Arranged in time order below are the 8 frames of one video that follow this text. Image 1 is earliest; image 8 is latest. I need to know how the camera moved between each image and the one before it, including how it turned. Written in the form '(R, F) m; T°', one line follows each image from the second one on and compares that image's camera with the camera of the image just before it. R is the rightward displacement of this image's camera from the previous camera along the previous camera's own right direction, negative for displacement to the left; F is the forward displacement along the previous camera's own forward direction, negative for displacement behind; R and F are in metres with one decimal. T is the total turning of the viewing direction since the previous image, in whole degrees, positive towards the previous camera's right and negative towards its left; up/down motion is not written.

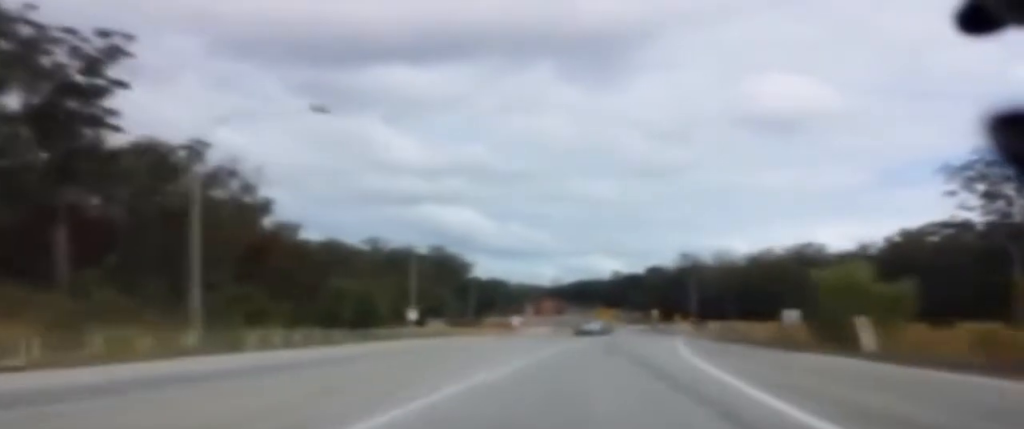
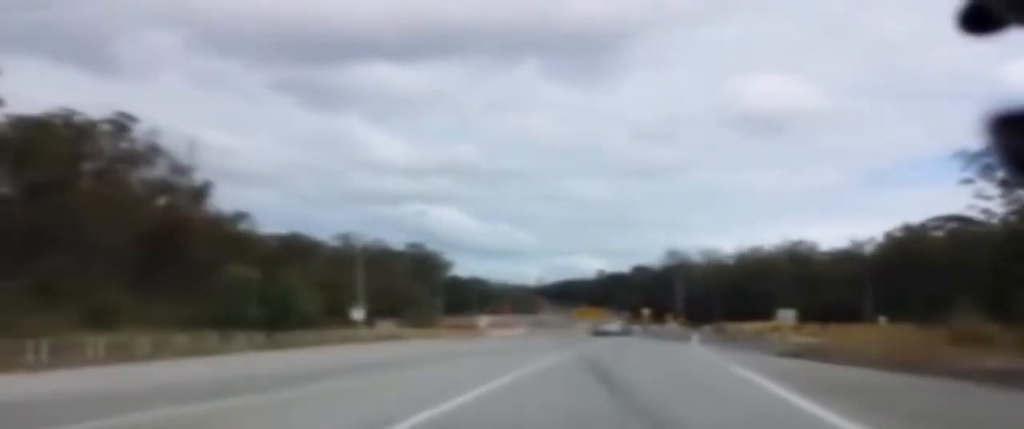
(-0.1, +13.7) m; 0°
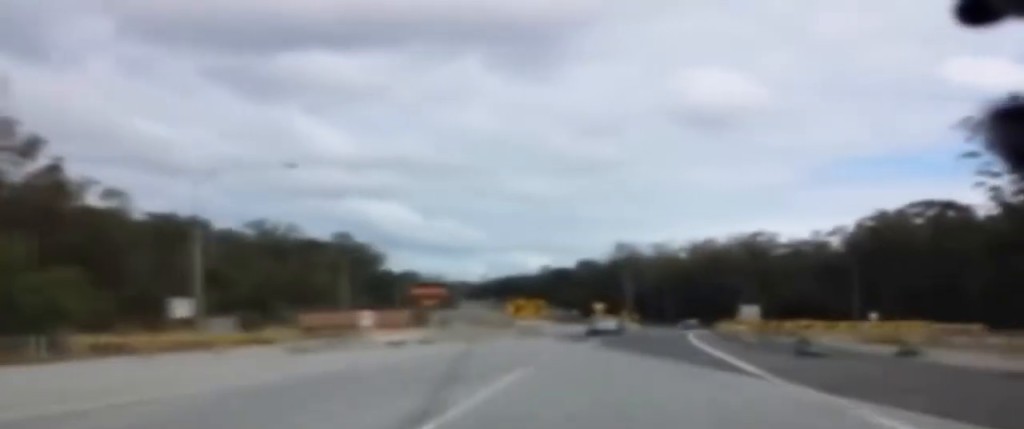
(+0.2, +20.0) m; +2°
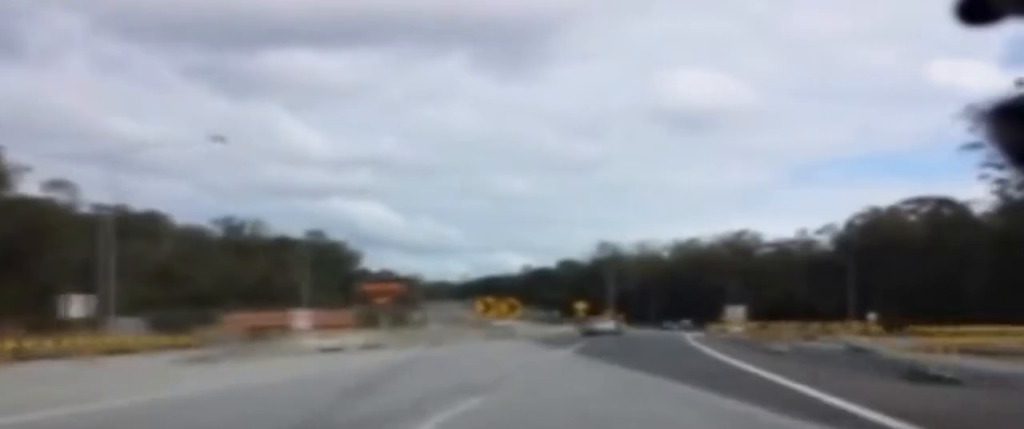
(0.0, +7.5) m; +1°
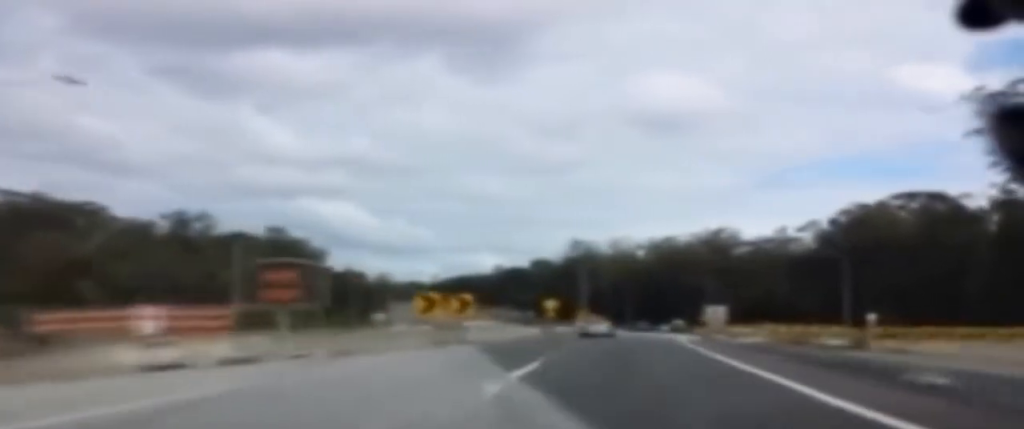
(+0.3, +11.1) m; +1°
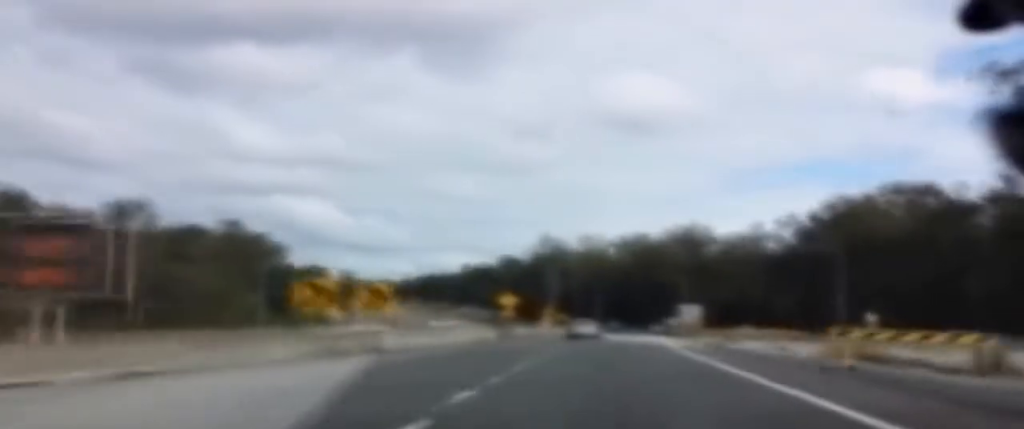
(+0.1, +12.5) m; +1°
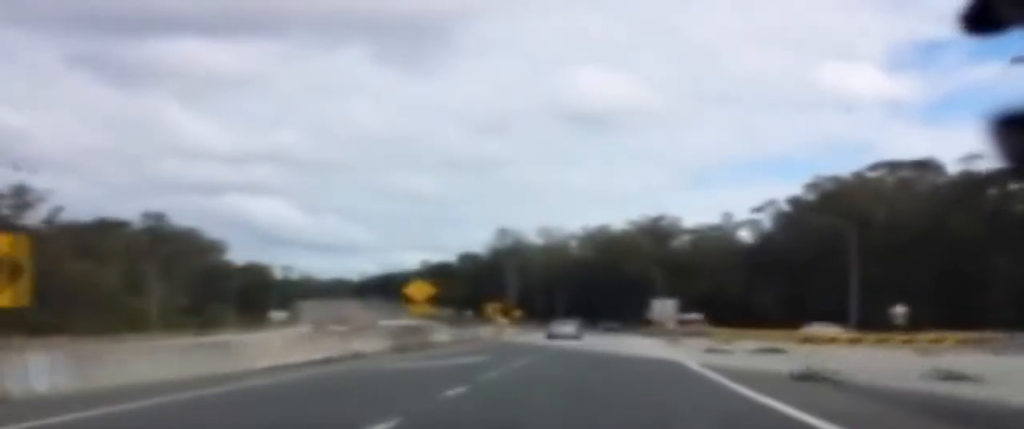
(+0.4, +18.7) m; +2°
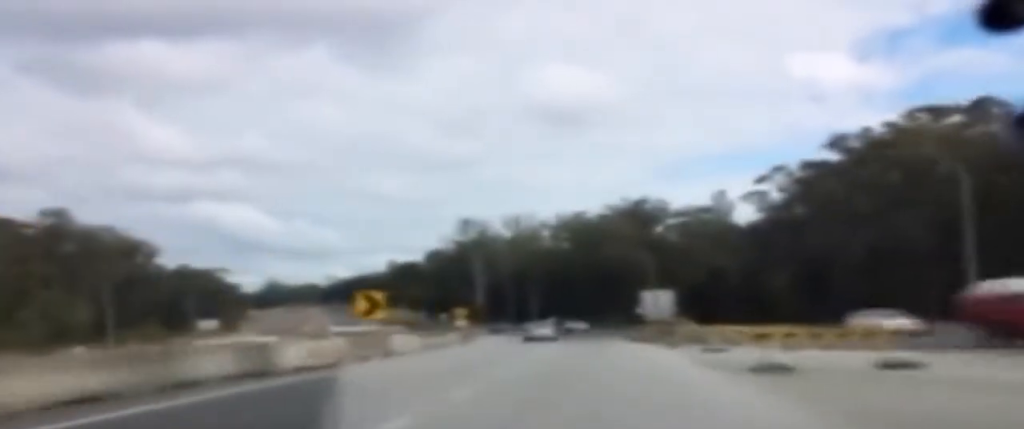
(+0.8, +29.4) m; +3°
